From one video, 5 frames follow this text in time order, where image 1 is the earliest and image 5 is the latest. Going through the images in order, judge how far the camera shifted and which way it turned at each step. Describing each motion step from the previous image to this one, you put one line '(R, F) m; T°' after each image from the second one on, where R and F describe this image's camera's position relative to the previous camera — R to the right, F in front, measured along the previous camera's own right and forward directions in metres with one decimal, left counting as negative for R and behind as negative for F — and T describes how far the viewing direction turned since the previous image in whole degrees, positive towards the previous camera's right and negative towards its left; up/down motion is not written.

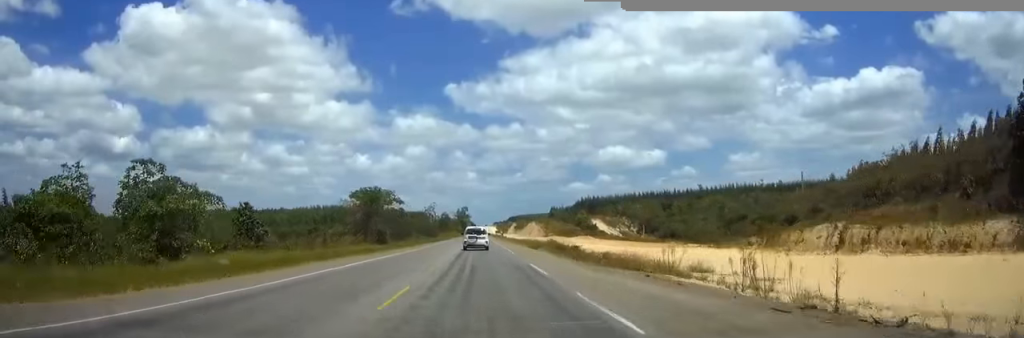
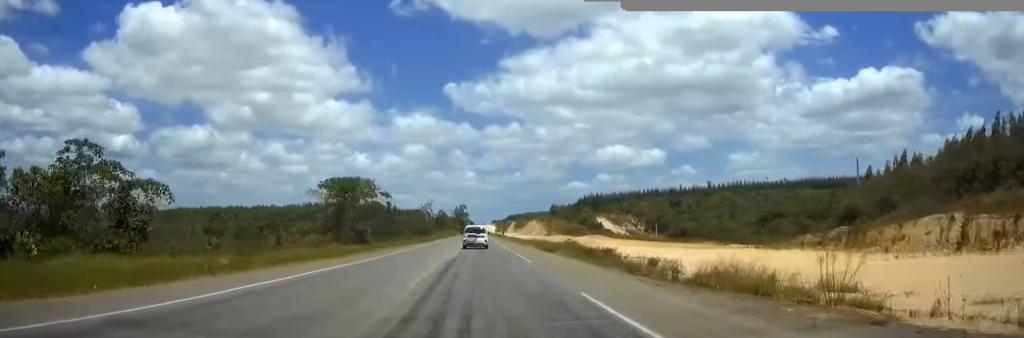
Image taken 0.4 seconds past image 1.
(0.0, +12.1) m; 0°
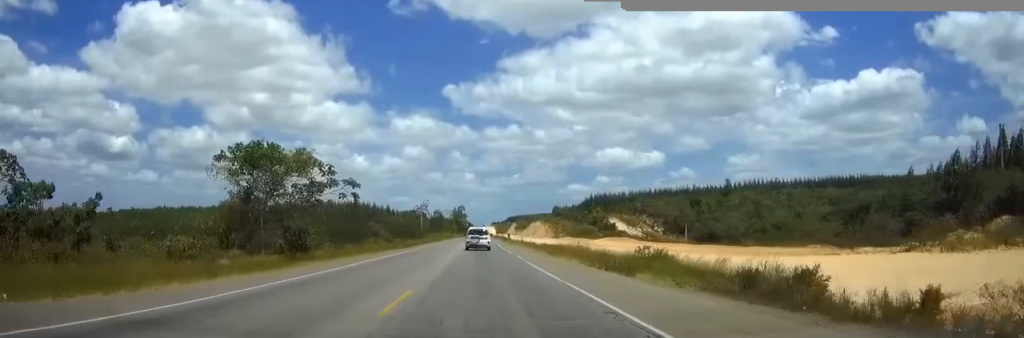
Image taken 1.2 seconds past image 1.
(0.0, +20.2) m; 0°
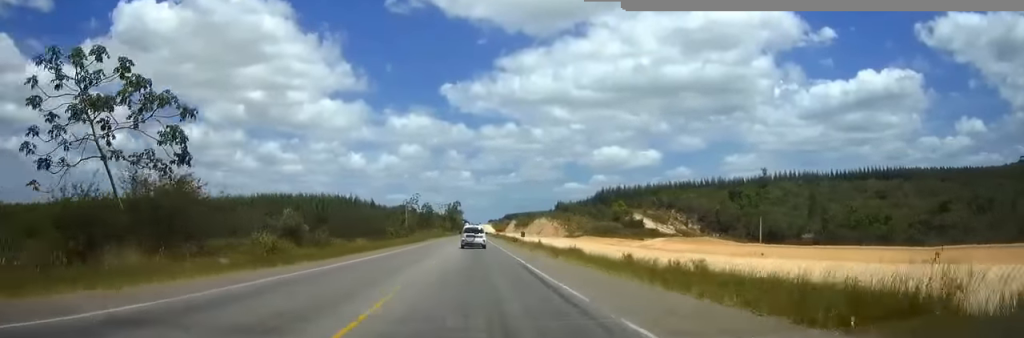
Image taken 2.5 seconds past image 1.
(+0.1, +36.5) m; 0°
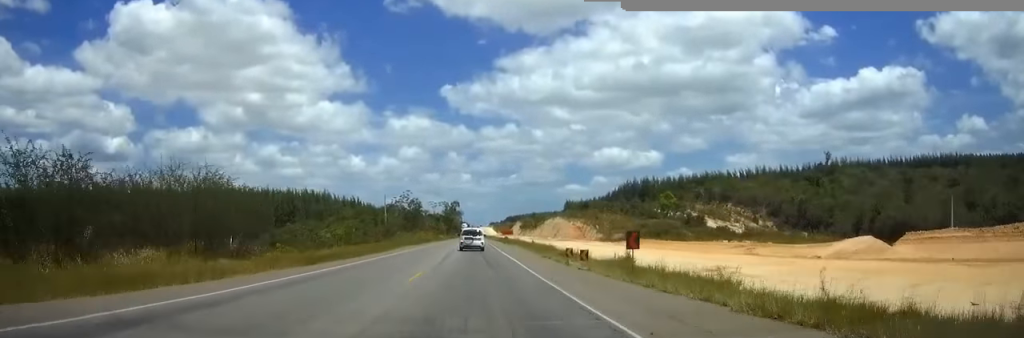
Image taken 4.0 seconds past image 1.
(-0.1, +43.6) m; 0°
